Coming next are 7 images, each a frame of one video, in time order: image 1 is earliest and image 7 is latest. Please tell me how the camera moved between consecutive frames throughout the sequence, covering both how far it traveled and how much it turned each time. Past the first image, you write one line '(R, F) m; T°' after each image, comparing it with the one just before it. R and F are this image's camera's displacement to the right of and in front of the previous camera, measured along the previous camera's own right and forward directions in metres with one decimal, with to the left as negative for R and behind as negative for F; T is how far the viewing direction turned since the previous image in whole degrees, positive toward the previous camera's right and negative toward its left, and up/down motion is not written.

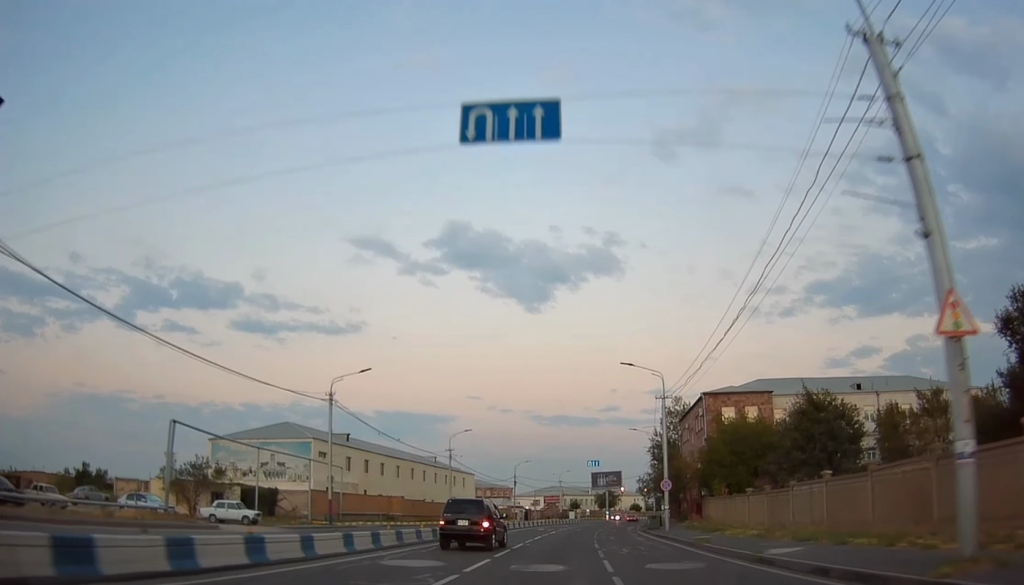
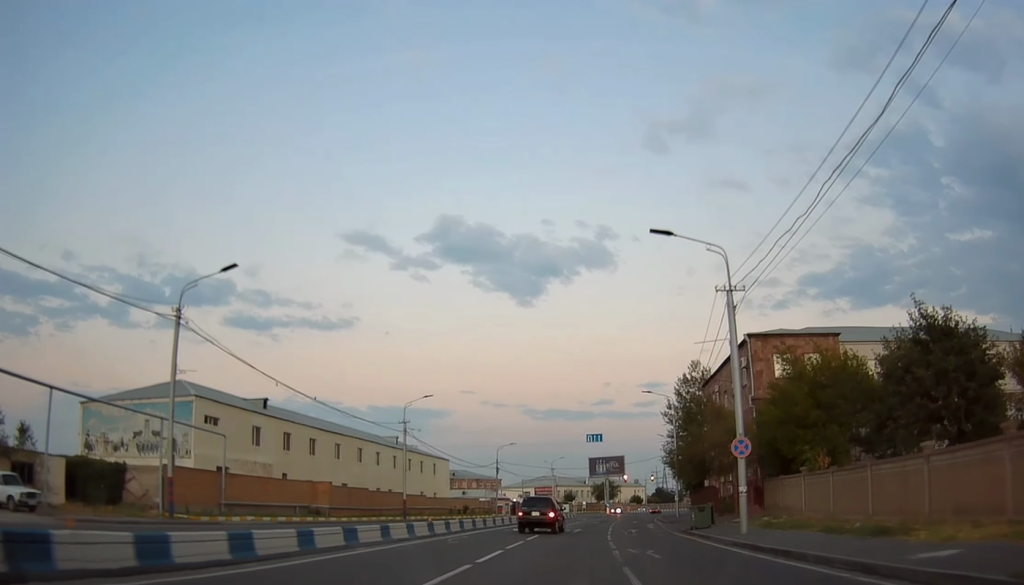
(0.0, +21.0) m; 0°
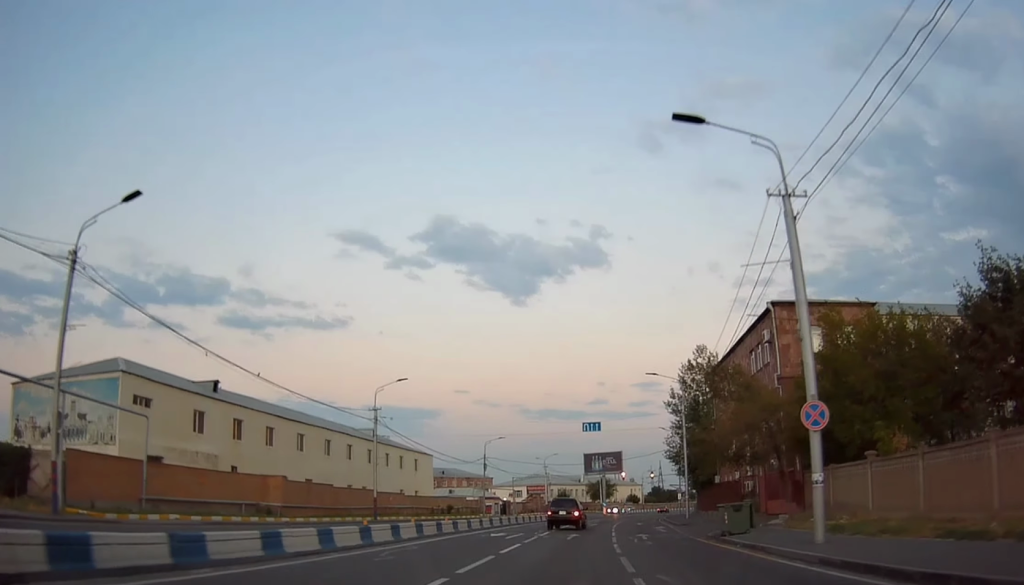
(+0.1, +8.6) m; -1°
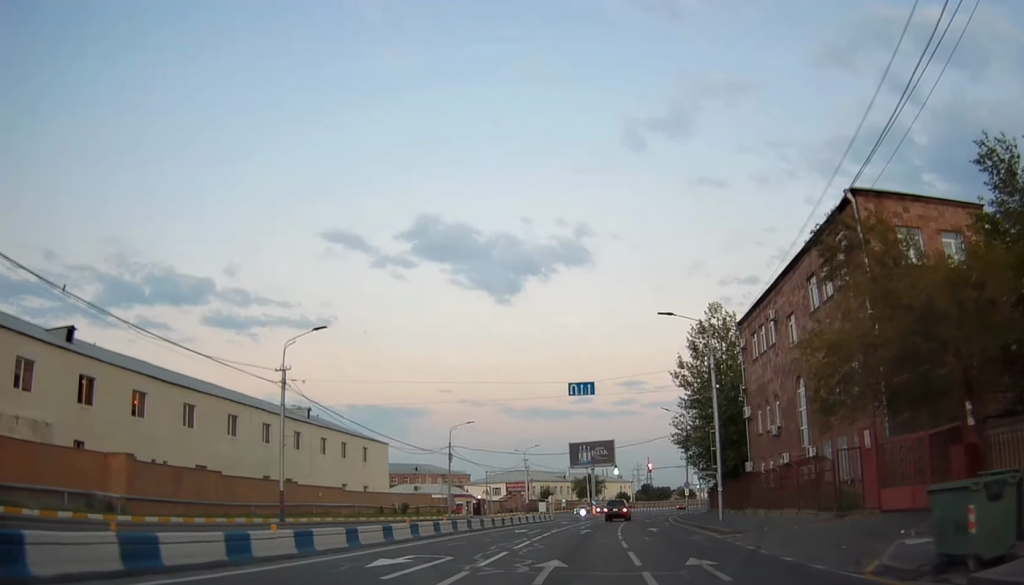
(-0.6, +17.9) m; -4°
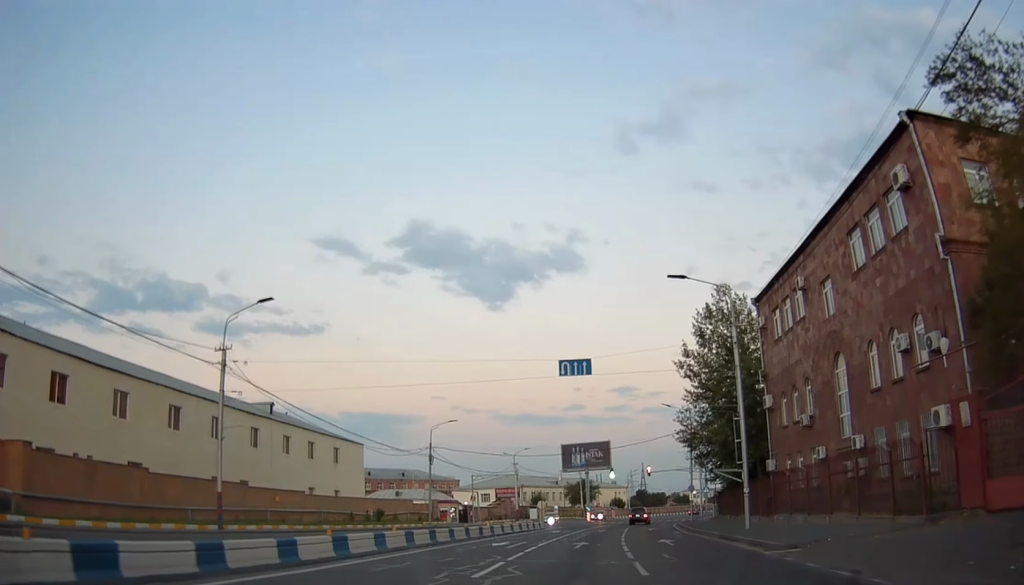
(-0.4, +8.4) m; +1°
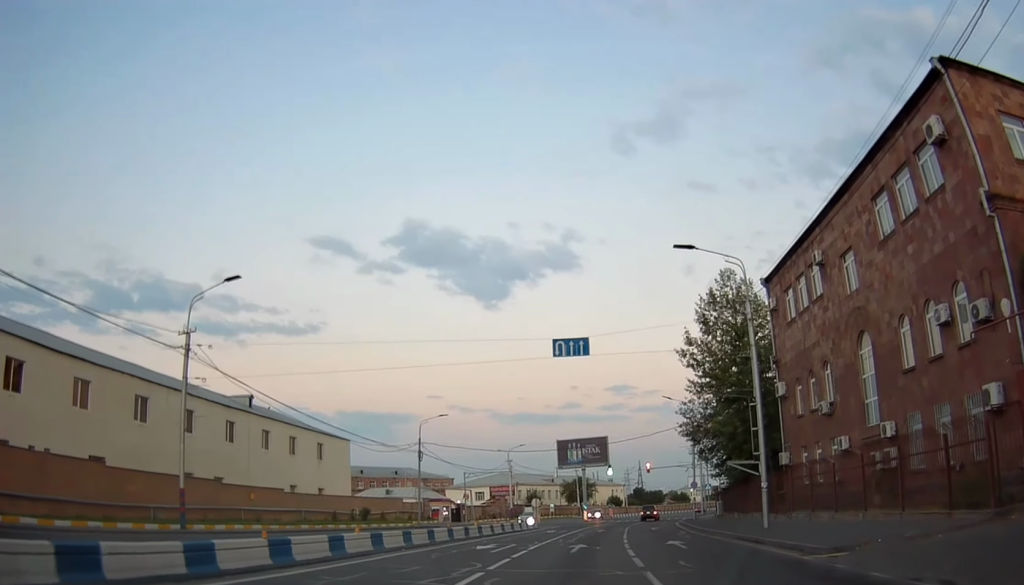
(+0.1, +3.9) m; +2°
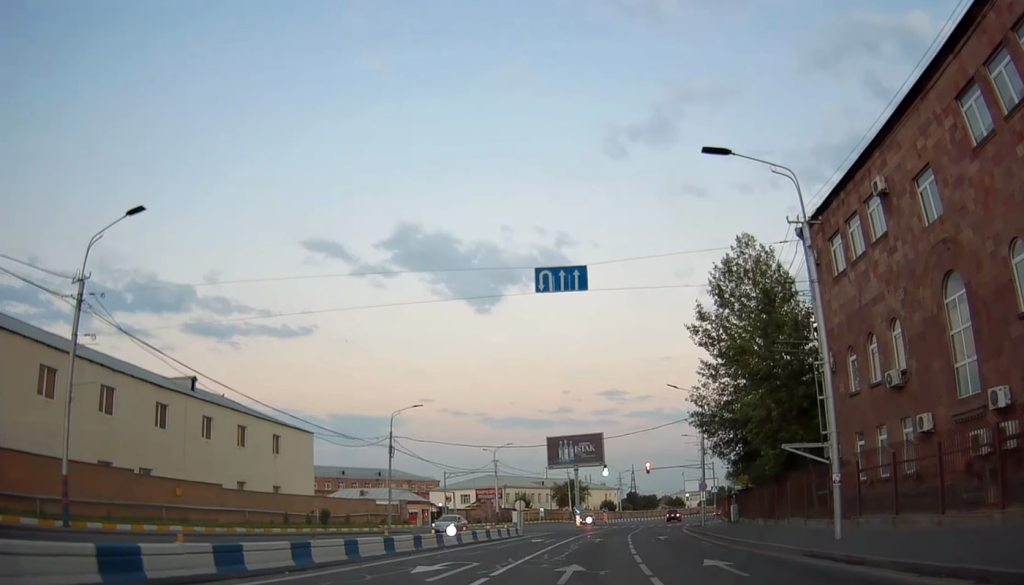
(+0.7, +8.9) m; +6°
